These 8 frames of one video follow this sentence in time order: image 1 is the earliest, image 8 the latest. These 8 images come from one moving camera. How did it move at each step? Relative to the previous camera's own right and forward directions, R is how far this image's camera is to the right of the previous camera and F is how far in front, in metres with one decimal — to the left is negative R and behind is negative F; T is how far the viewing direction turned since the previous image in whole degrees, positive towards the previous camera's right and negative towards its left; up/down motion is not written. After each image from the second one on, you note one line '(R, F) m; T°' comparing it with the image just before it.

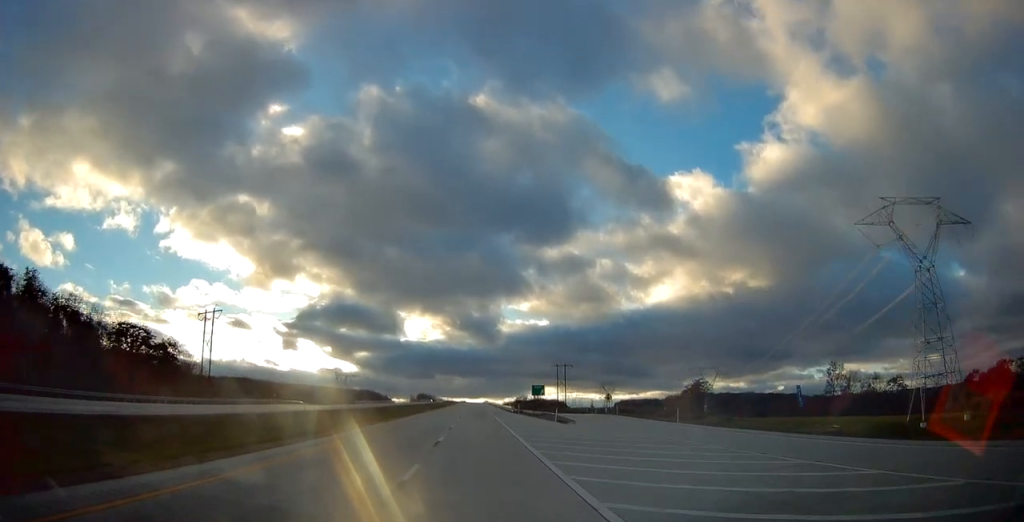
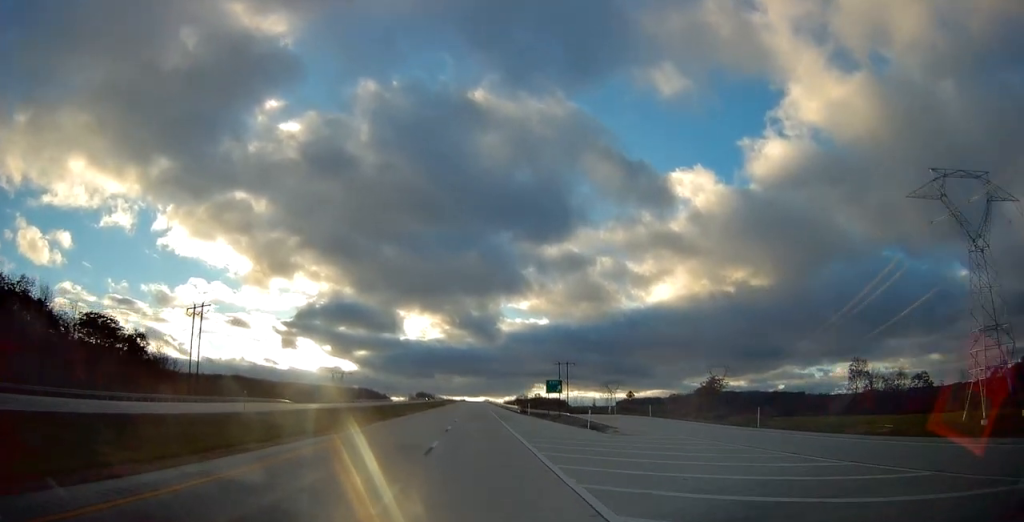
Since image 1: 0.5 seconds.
(0.0, +15.8) m; 0°
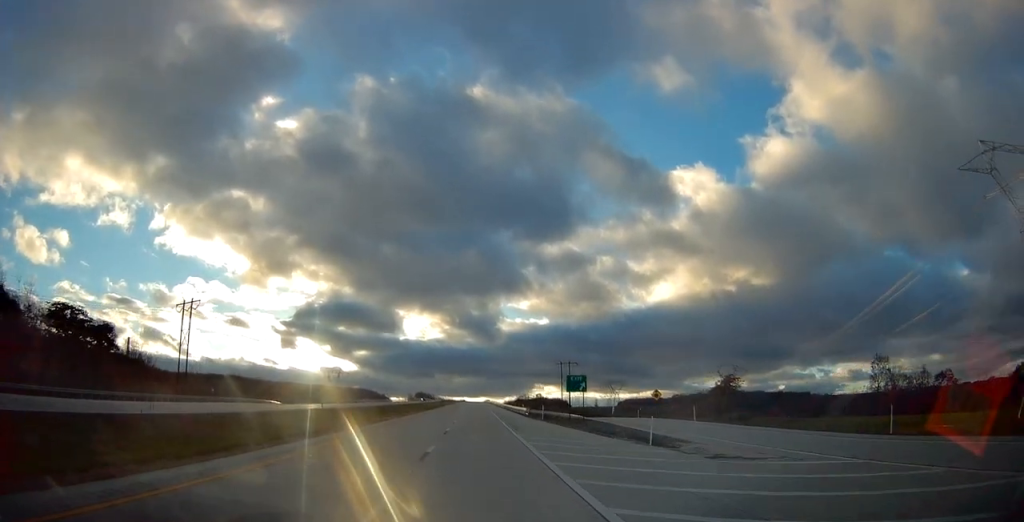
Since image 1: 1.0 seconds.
(-0.1, +13.9) m; 0°
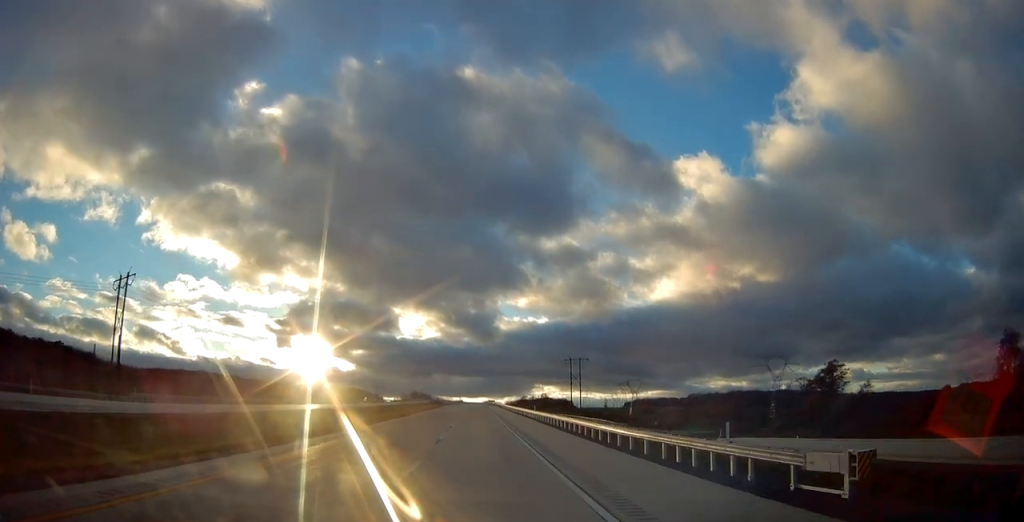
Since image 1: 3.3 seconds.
(+0.1, +66.8) m; 0°
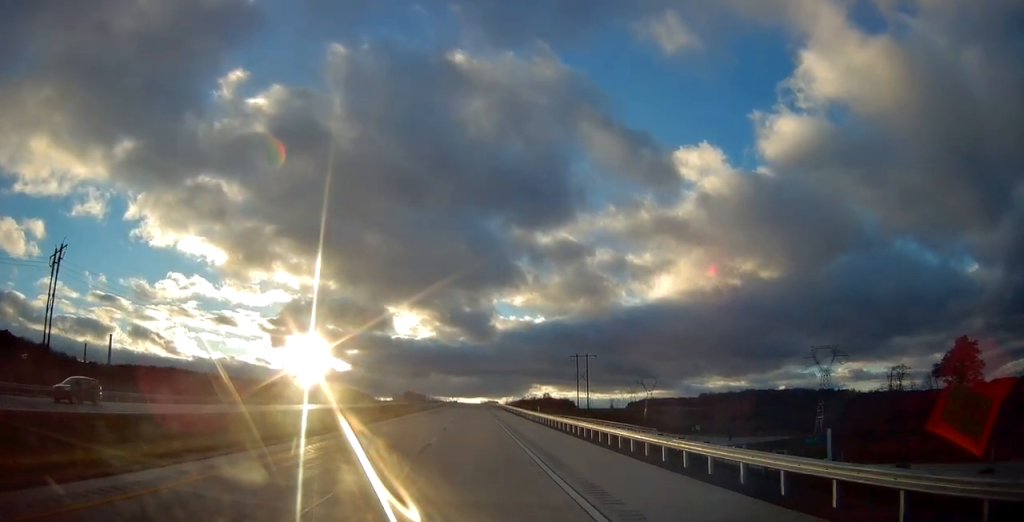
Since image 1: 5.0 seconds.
(-0.1, +50.5) m; 0°
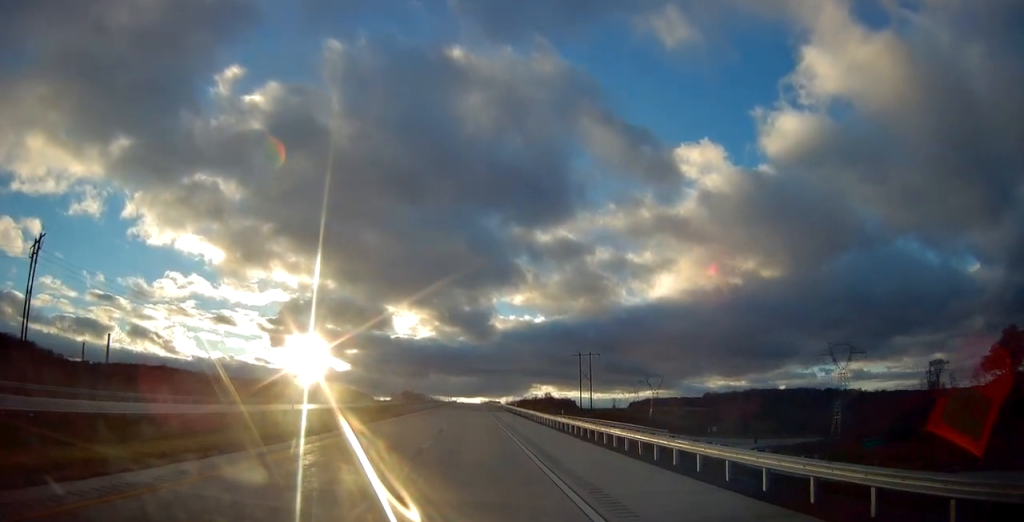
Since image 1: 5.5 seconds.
(+0.1, +14.5) m; 0°
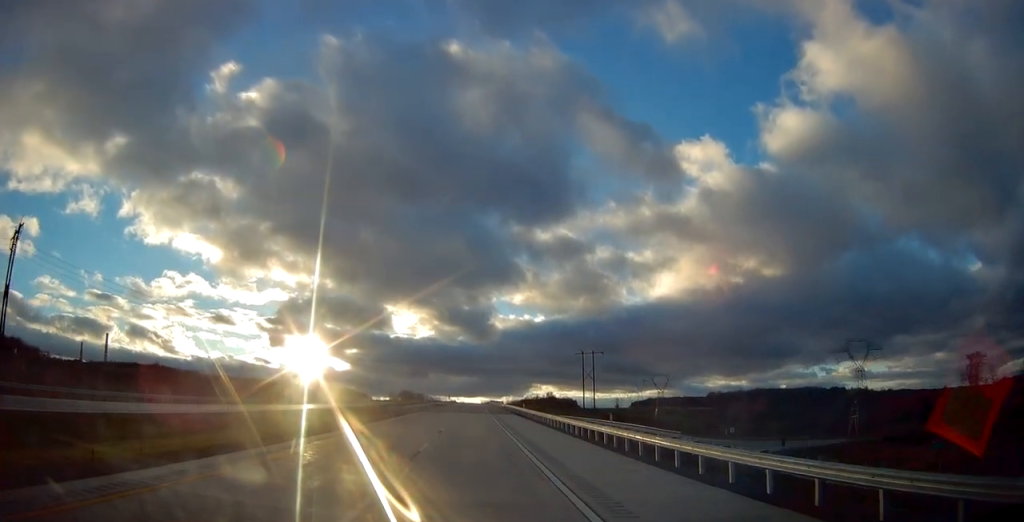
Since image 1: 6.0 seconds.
(+0.1, +13.6) m; 0°
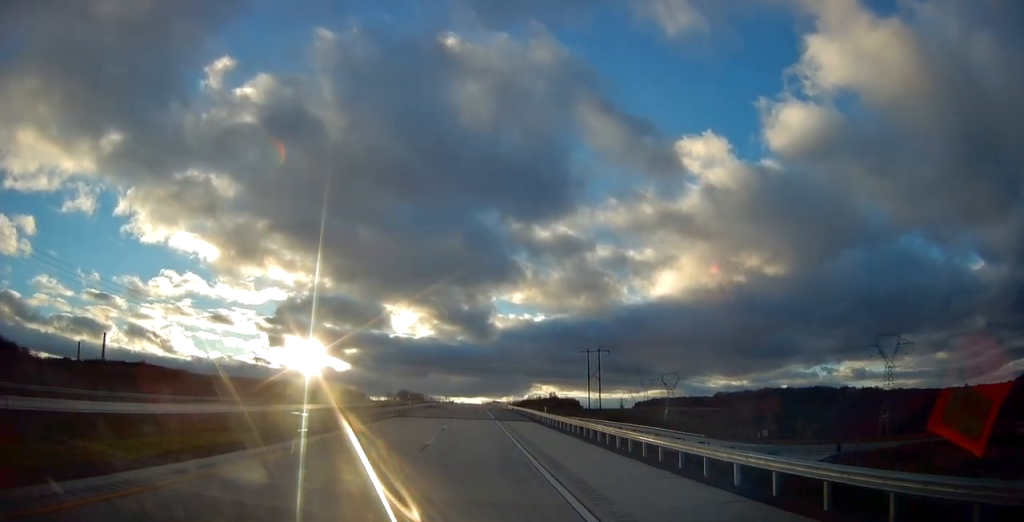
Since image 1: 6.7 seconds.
(-0.1, +21.2) m; 0°
